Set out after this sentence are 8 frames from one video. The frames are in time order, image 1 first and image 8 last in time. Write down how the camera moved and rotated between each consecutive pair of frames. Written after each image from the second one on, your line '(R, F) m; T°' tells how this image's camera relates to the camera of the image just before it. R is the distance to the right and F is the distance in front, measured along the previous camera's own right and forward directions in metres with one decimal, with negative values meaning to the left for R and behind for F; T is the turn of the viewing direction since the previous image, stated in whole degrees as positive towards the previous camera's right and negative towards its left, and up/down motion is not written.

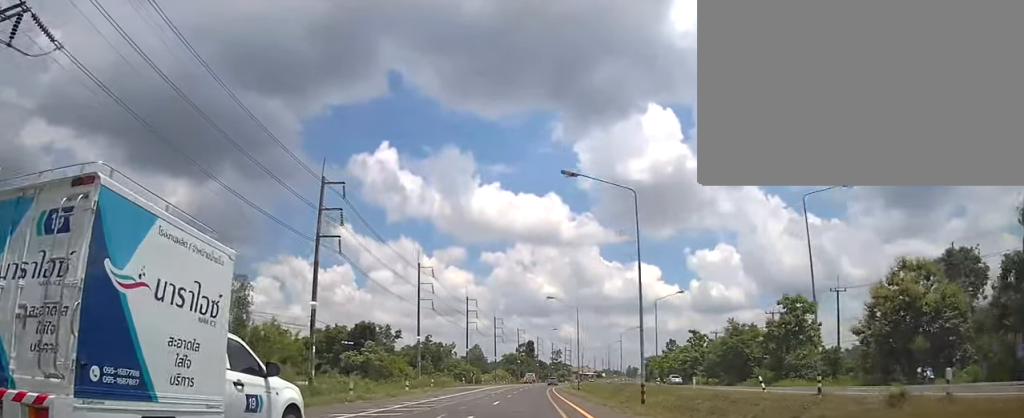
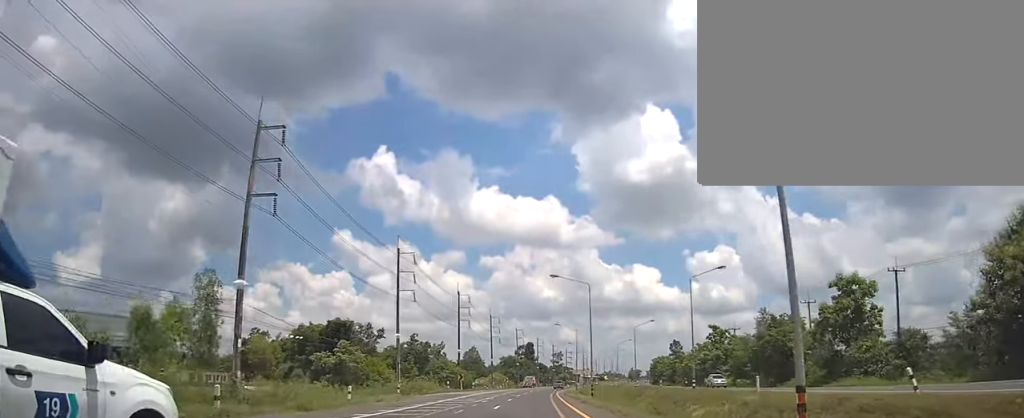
(+0.1, +13.3) m; 0°
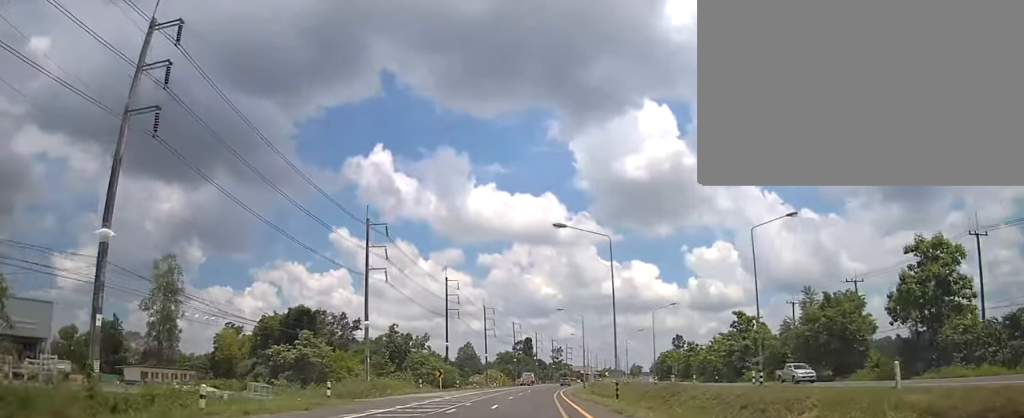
(-0.2, +13.7) m; 0°
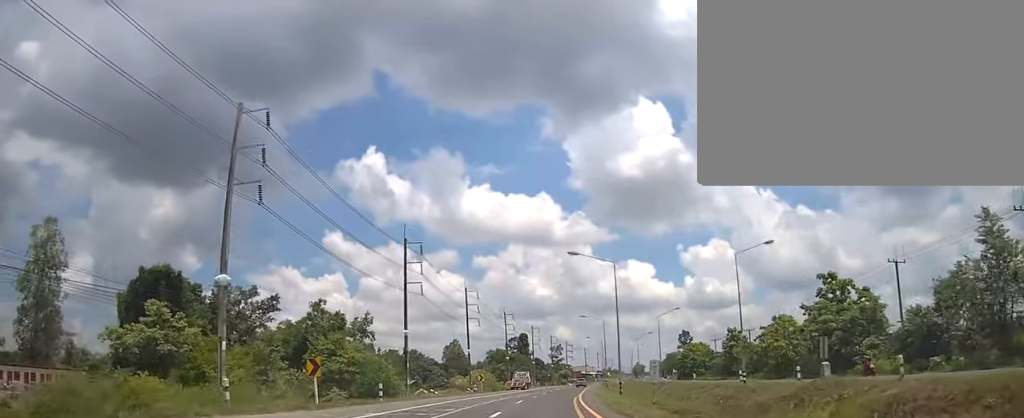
(+0.3, +29.8) m; +1°
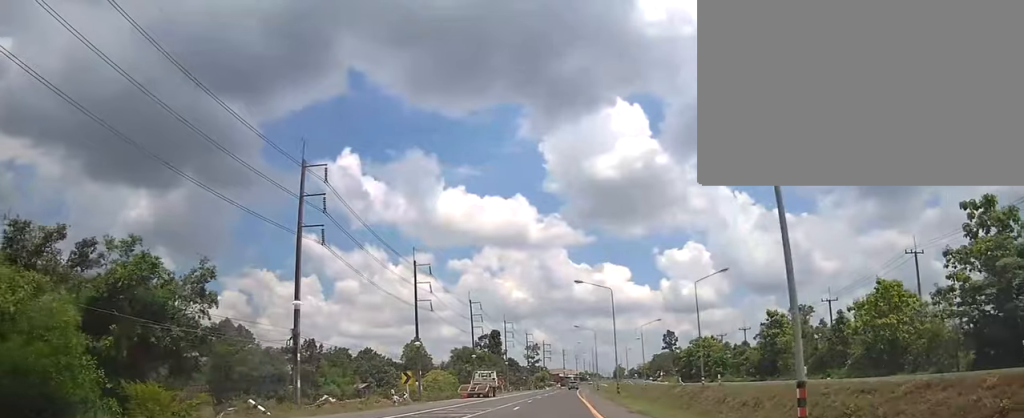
(+0.1, +27.3) m; +1°
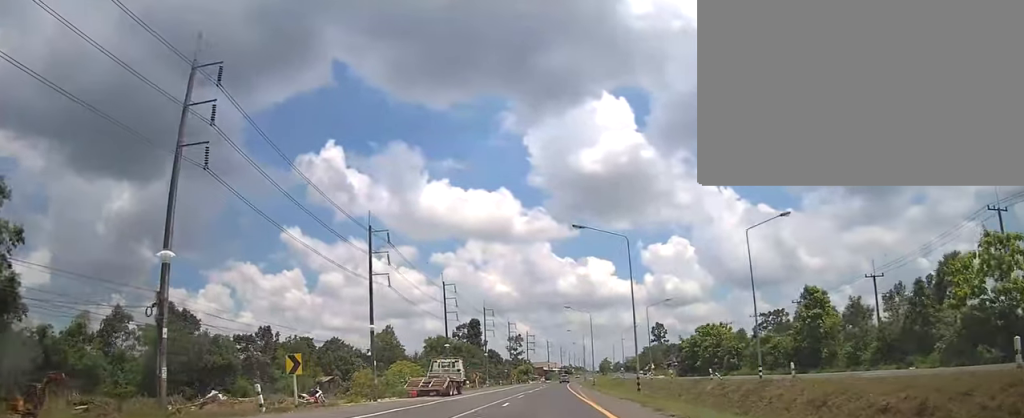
(+0.3, +15.4) m; +1°
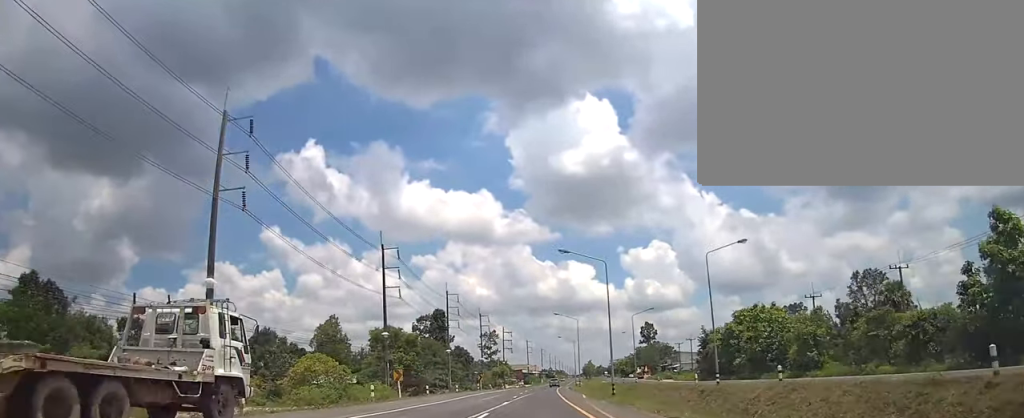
(+0.3, +30.7) m; +2°
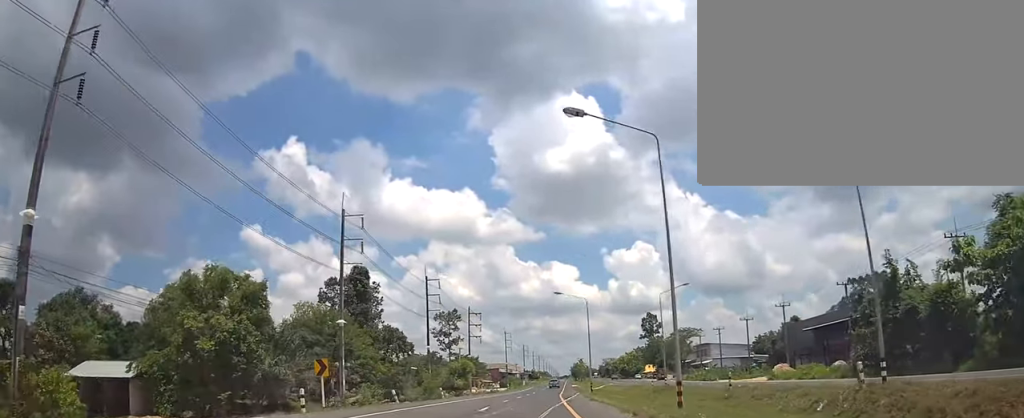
(+1.2, +54.6) m; +2°
